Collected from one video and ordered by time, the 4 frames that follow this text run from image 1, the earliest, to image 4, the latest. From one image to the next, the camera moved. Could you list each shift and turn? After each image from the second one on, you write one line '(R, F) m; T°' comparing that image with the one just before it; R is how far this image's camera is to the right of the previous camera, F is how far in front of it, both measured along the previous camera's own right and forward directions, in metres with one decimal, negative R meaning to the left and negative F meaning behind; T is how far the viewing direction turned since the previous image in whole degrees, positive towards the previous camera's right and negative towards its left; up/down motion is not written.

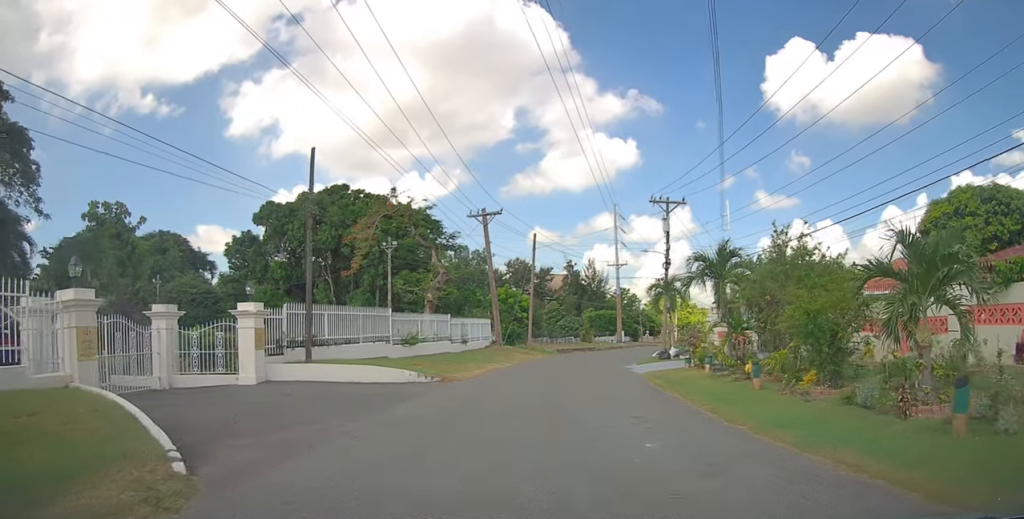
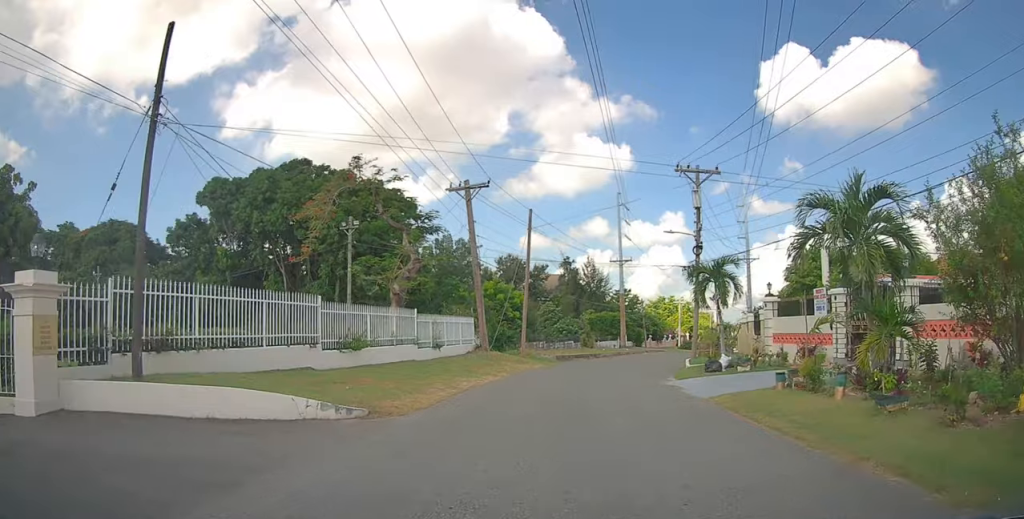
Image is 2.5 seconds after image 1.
(+0.4, +8.9) m; +3°
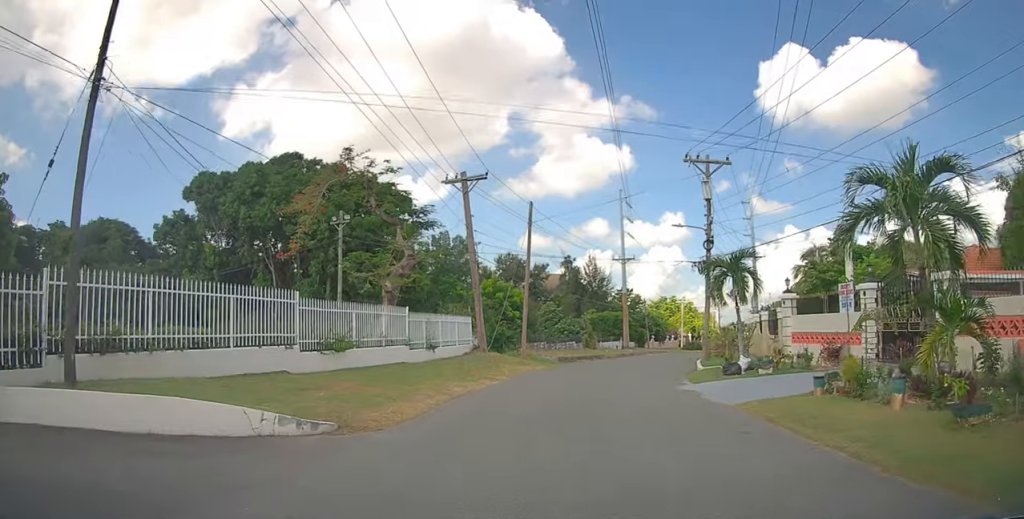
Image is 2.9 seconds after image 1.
(0.0, +1.9) m; 0°
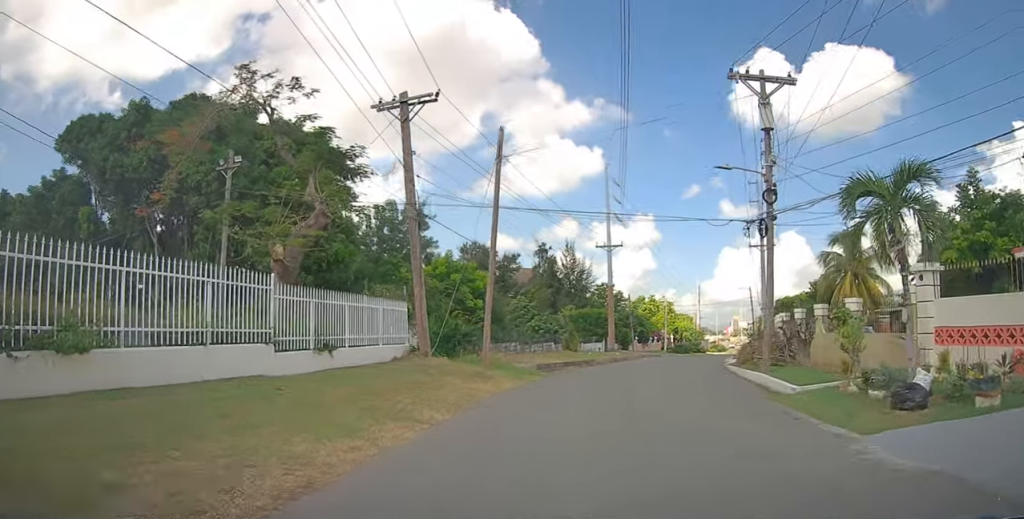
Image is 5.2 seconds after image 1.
(-0.6, +10.8) m; -1°
